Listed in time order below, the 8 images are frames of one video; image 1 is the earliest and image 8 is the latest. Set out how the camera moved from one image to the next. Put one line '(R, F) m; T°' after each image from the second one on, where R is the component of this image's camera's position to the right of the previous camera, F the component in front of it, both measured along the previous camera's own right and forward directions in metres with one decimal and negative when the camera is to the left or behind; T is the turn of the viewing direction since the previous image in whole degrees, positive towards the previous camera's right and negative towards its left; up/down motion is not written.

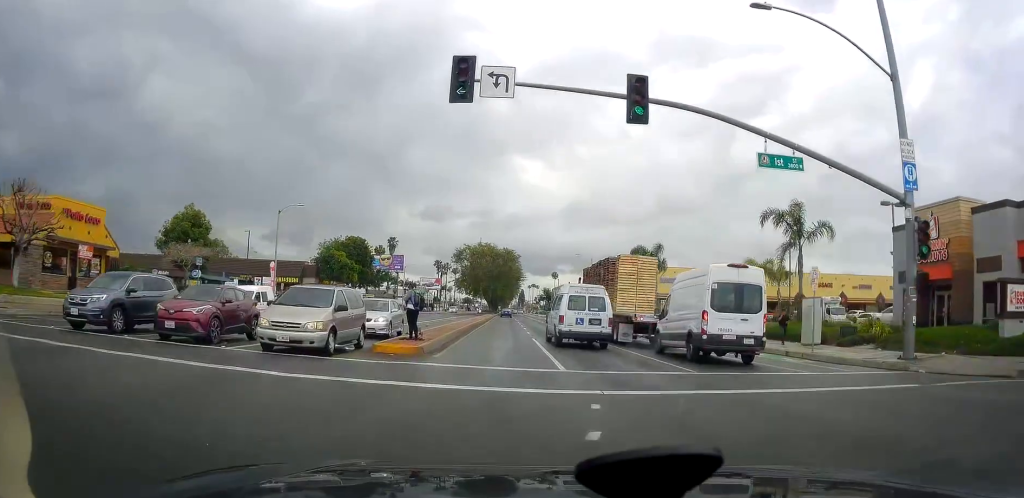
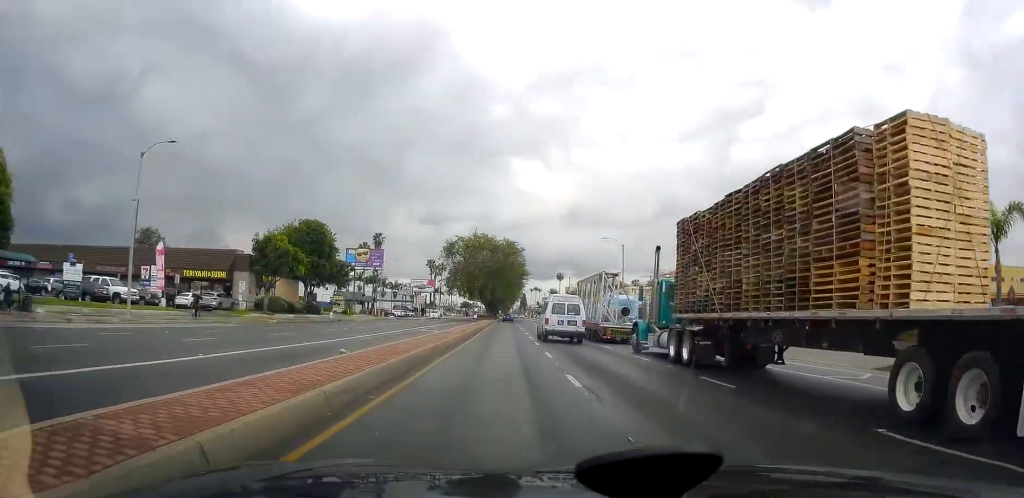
(0.0, +22.3) m; 0°
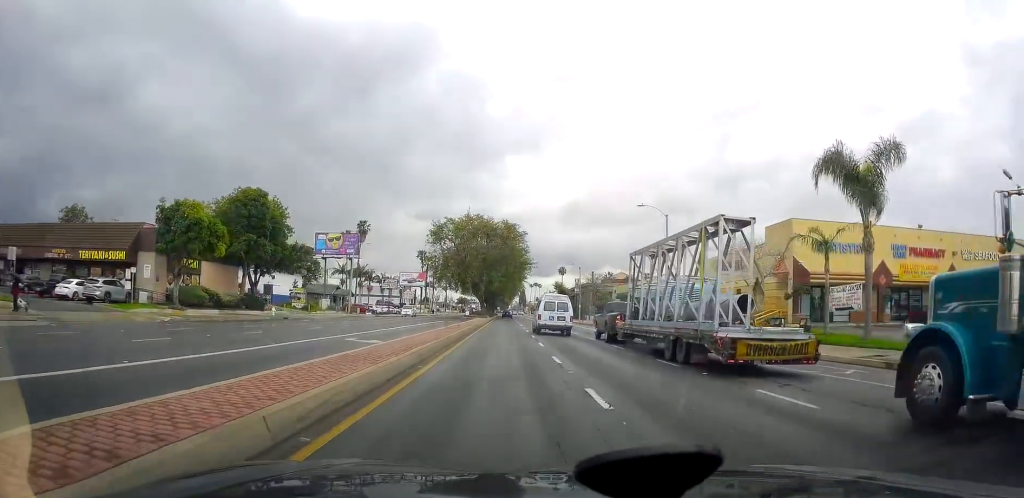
(-0.4, +17.4) m; -3°
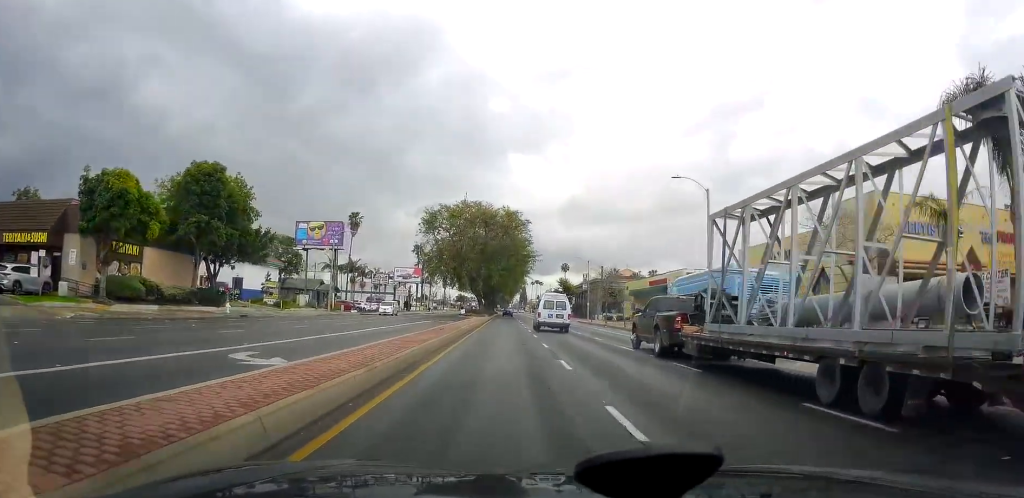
(-0.5, +9.3) m; 0°
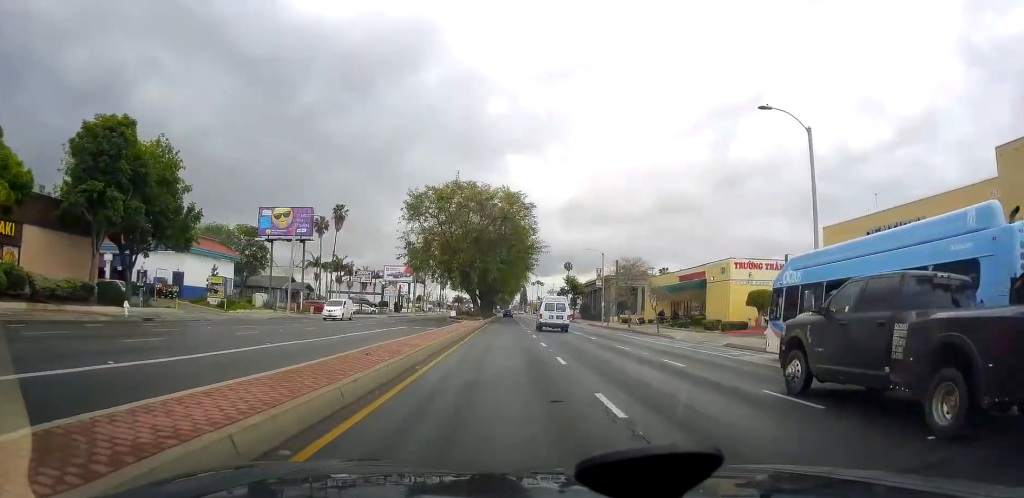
(+0.6, +13.3) m; +2°
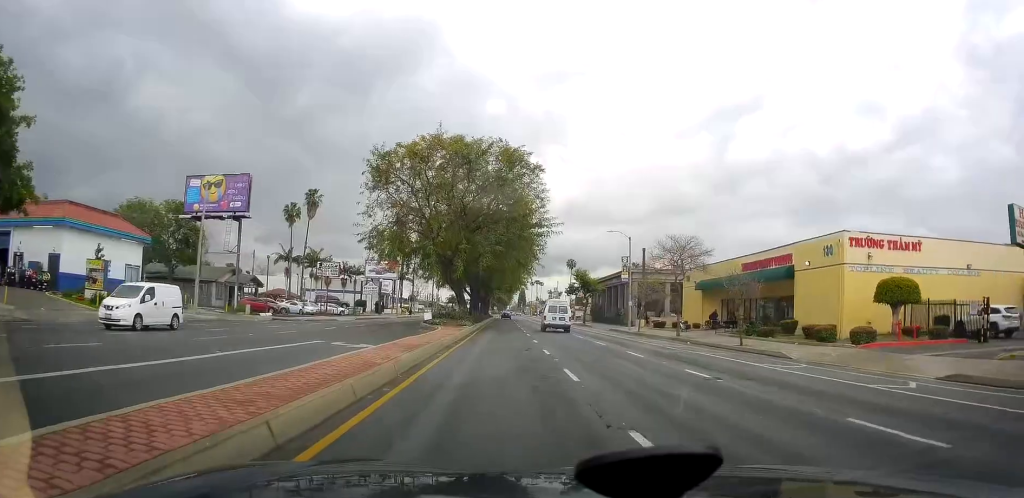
(+0.3, +17.8) m; +1°
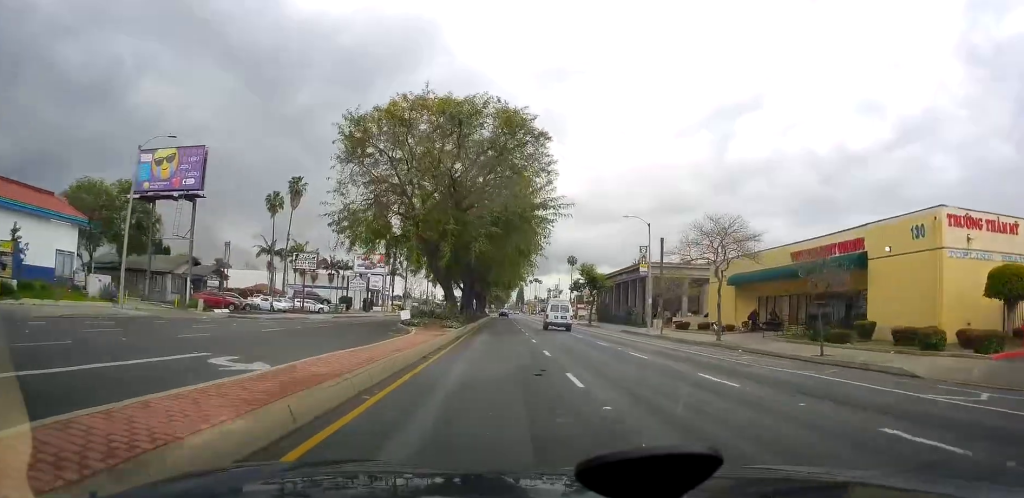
(0.0, +8.6) m; 0°
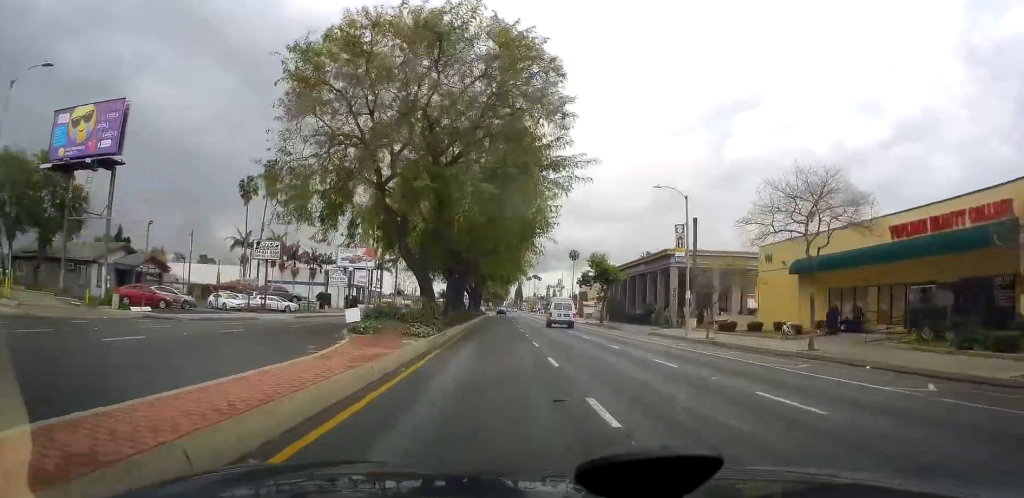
(0.0, +10.9) m; 0°
